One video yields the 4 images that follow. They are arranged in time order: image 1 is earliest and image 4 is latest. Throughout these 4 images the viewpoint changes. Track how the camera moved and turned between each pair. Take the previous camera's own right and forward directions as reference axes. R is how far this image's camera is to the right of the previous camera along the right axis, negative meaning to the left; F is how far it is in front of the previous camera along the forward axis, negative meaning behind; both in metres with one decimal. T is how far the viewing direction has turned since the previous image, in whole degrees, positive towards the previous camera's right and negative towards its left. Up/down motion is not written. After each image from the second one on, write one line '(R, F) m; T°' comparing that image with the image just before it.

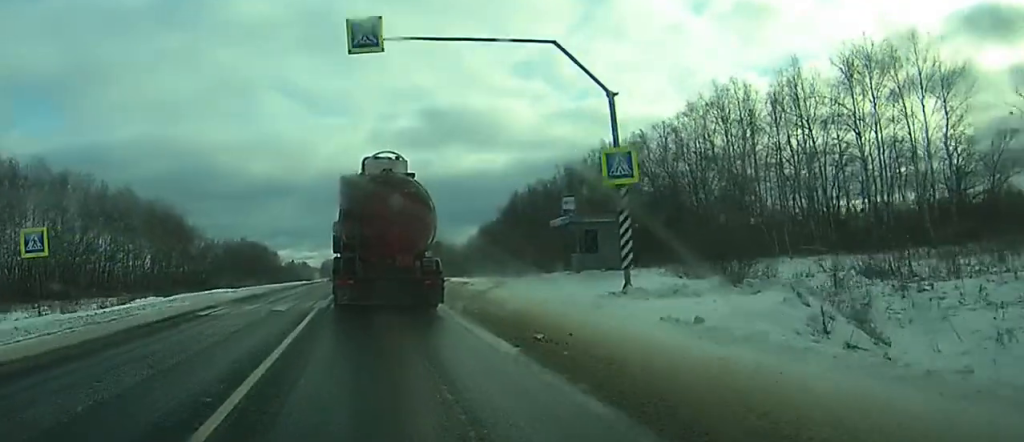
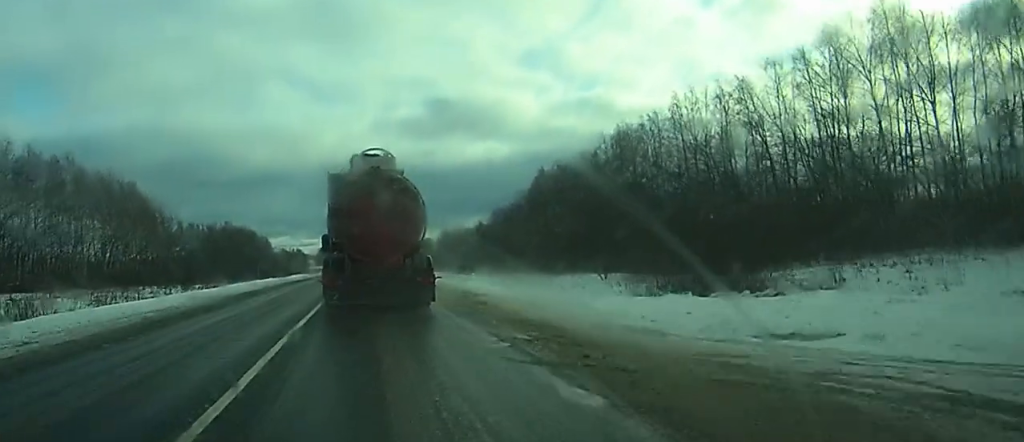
(+0.7, +36.5) m; +2°
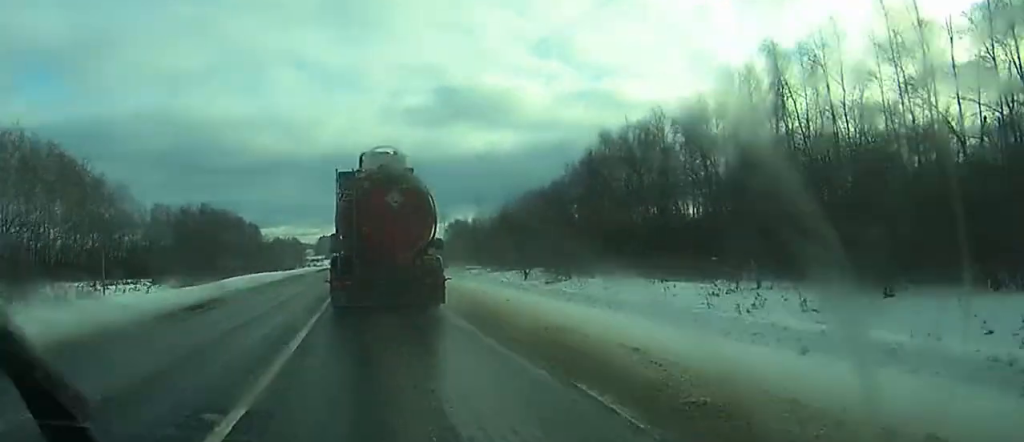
(-1.5, +49.7) m; -1°
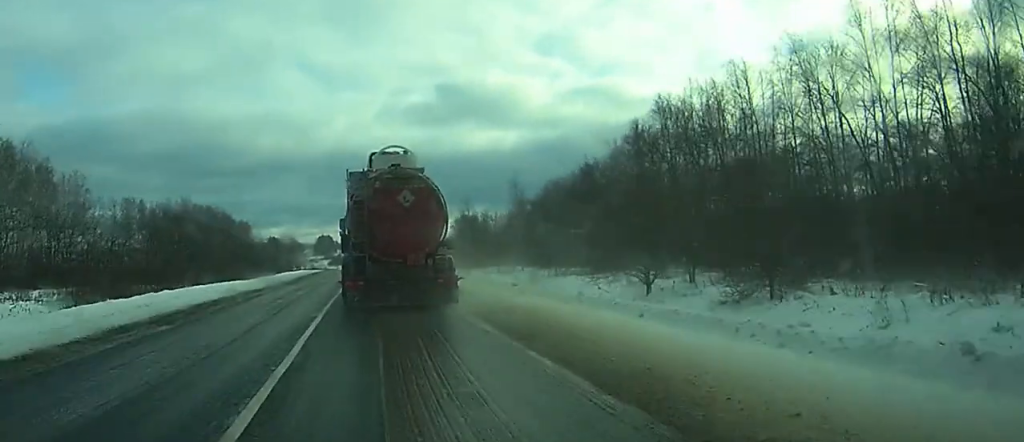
(0.0, +28.9) m; +6°
